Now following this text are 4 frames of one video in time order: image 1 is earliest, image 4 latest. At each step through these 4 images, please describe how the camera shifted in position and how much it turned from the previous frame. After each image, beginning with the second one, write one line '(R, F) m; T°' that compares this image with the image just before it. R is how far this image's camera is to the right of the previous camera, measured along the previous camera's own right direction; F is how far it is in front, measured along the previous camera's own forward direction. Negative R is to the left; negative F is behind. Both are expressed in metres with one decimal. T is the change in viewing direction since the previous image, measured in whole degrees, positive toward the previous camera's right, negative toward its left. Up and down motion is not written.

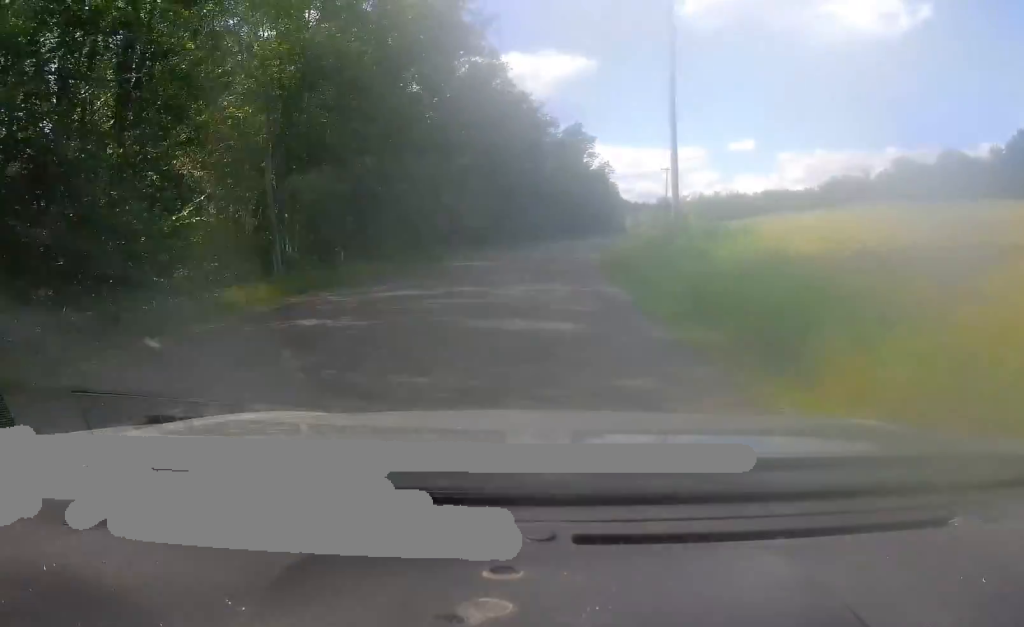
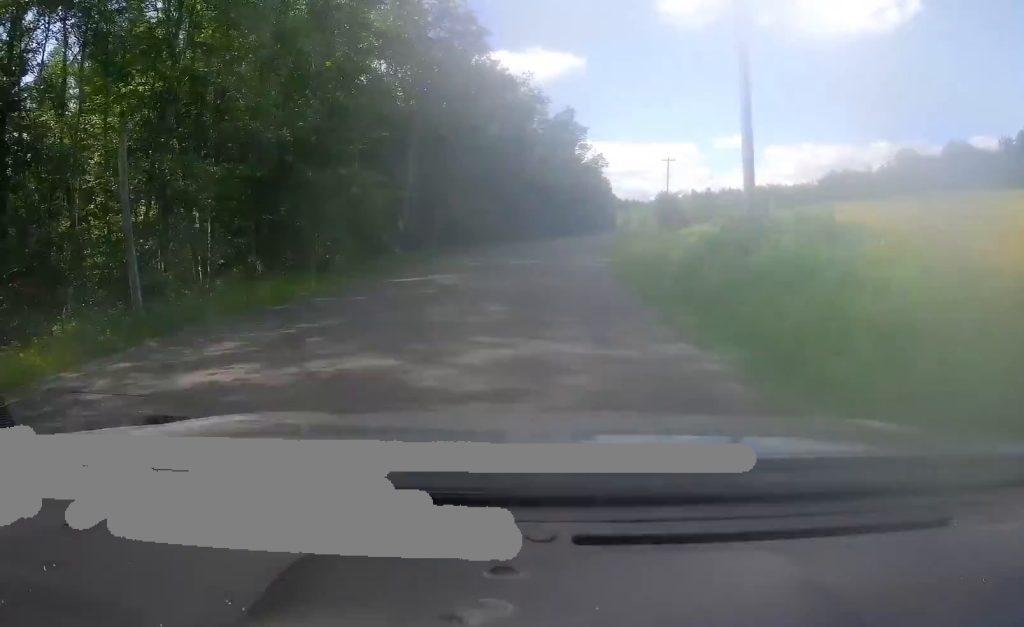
(+0.2, +9.2) m; +1°
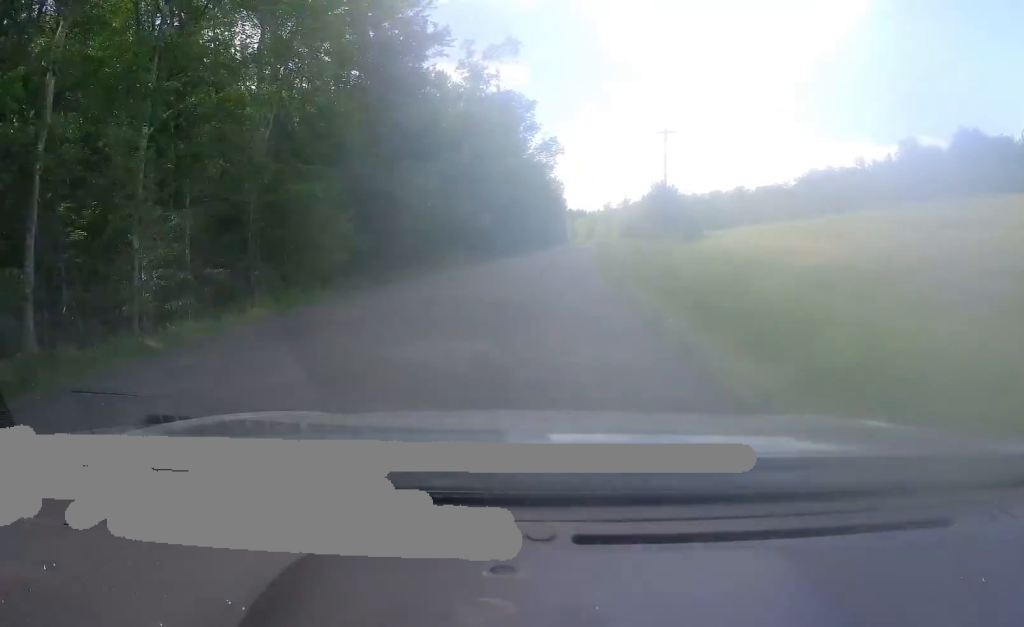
(+0.9, +29.2) m; +4°
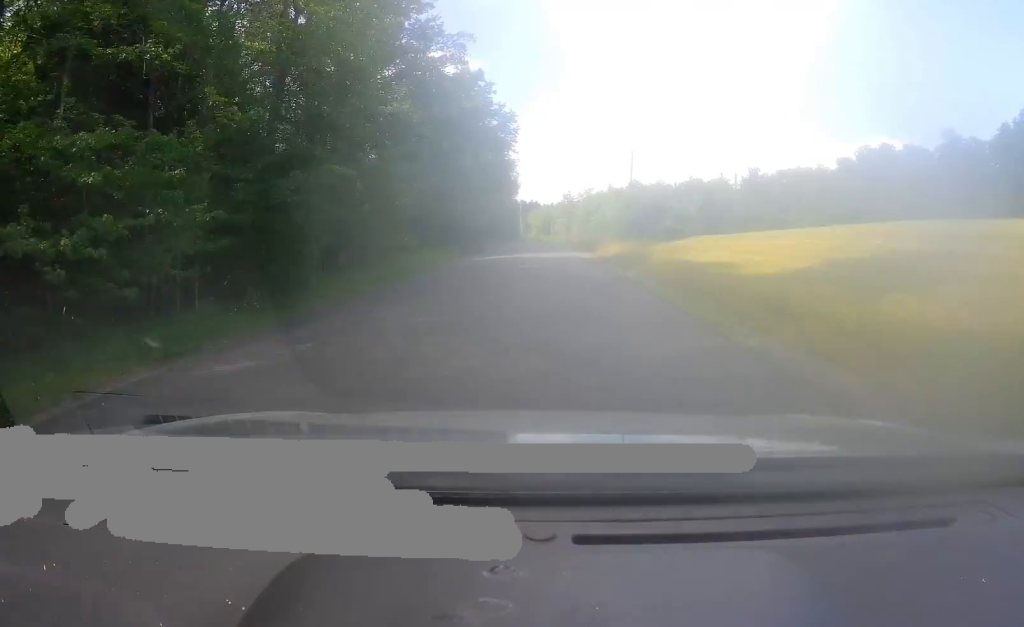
(+2.3, +58.0) m; +4°
